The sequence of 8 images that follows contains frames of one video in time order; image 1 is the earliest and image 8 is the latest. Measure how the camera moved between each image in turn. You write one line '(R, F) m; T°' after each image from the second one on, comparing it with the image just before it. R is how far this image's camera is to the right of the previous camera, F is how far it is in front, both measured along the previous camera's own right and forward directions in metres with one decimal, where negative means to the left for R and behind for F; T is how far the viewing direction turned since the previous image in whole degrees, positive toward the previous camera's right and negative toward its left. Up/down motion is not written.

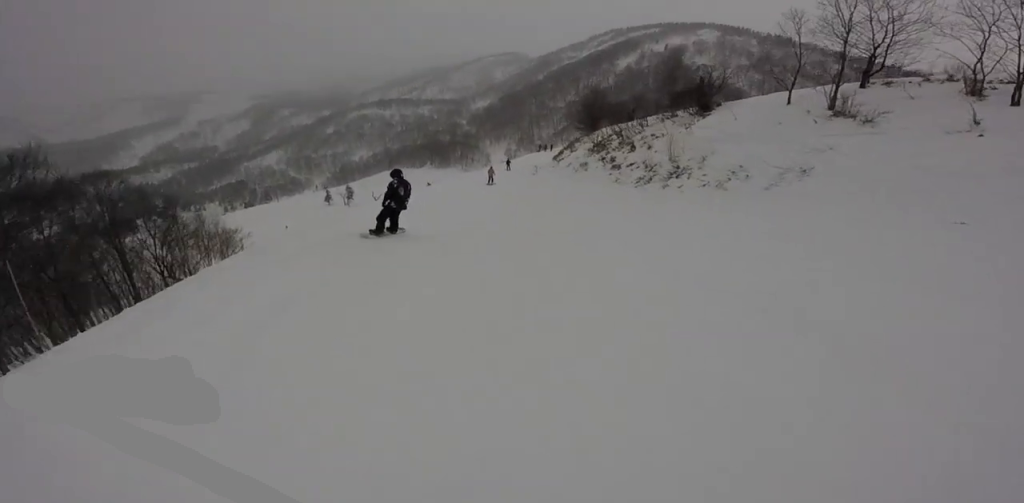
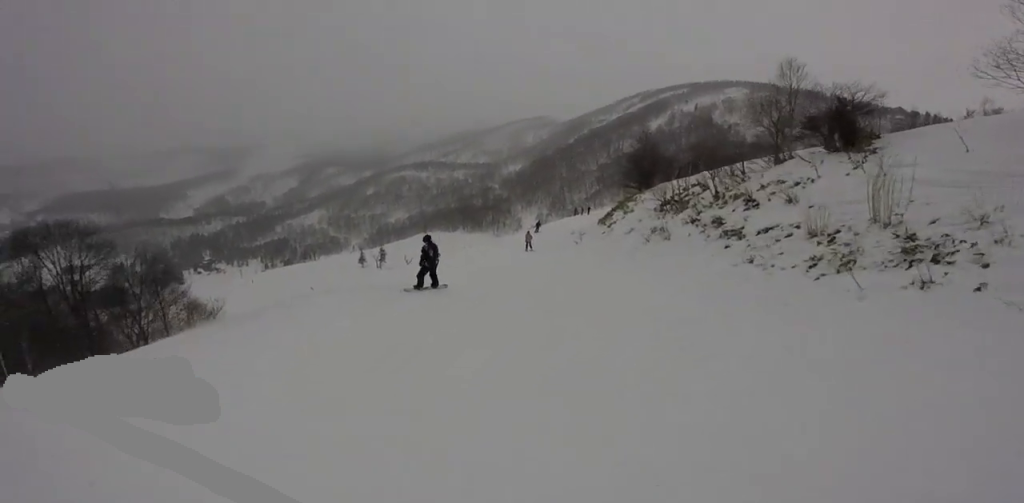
(+1.0, +5.7) m; +3°
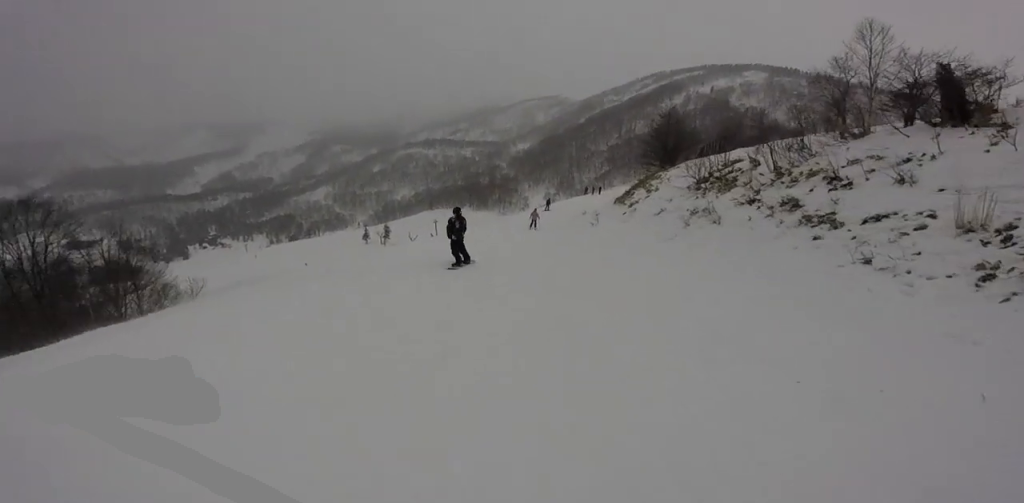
(+0.2, +2.3) m; -3°
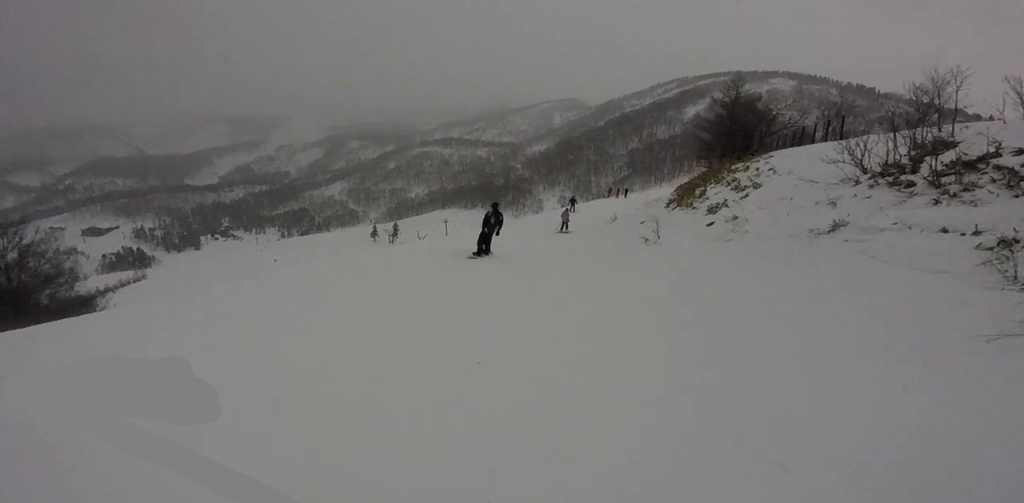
(-1.8, +6.9) m; -12°
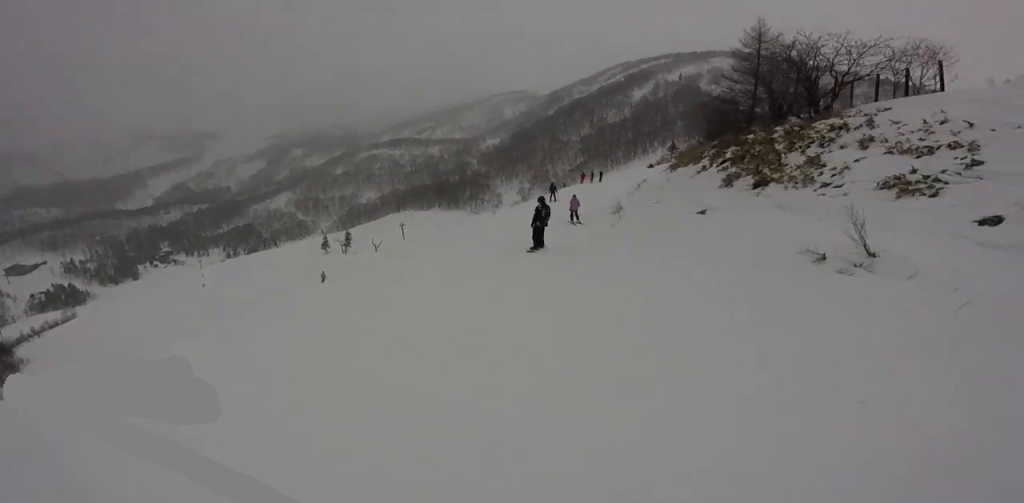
(+0.4, +6.6) m; +10°
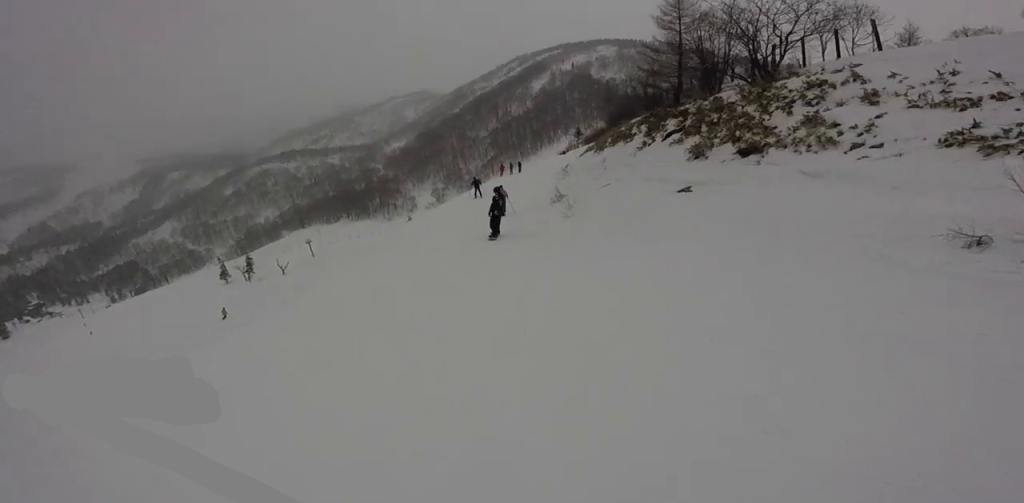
(+0.3, +3.1) m; +4°
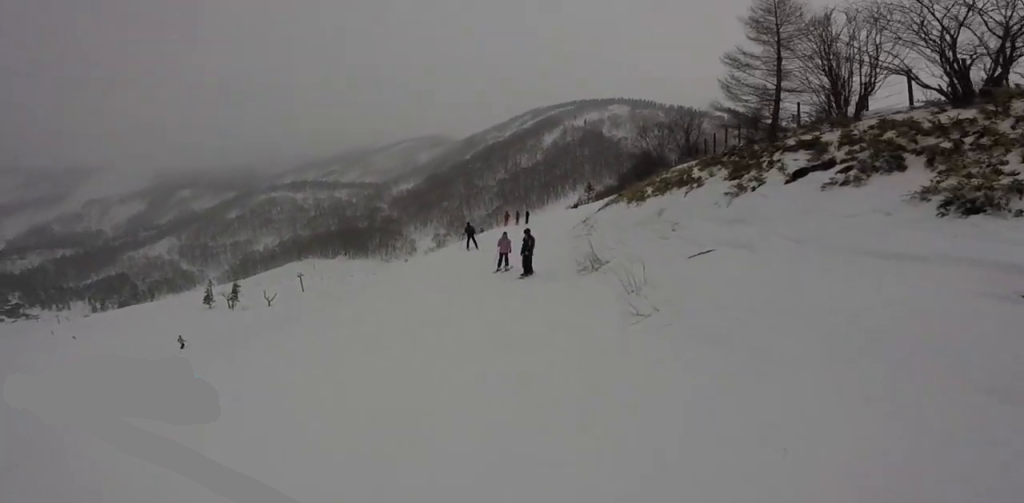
(+0.2, +7.2) m; 0°
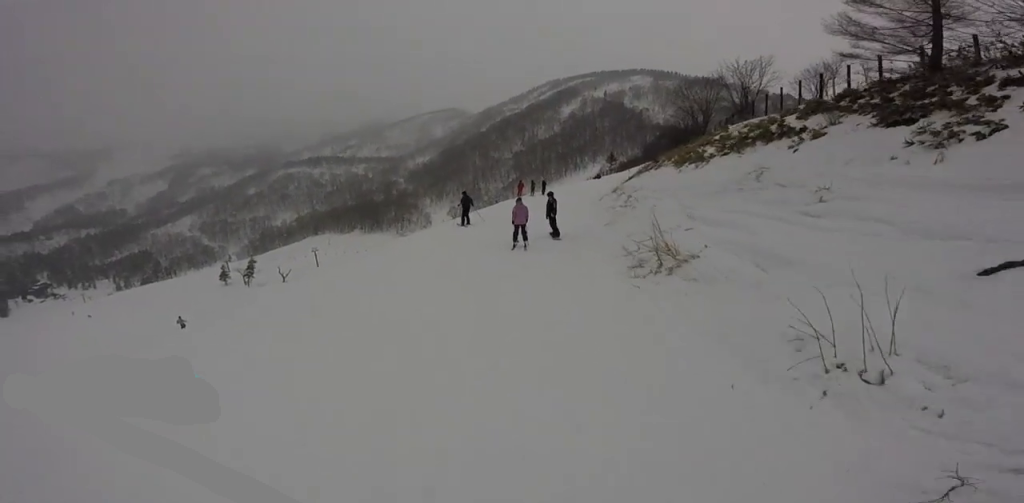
(-0.1, +5.9) m; -12°
